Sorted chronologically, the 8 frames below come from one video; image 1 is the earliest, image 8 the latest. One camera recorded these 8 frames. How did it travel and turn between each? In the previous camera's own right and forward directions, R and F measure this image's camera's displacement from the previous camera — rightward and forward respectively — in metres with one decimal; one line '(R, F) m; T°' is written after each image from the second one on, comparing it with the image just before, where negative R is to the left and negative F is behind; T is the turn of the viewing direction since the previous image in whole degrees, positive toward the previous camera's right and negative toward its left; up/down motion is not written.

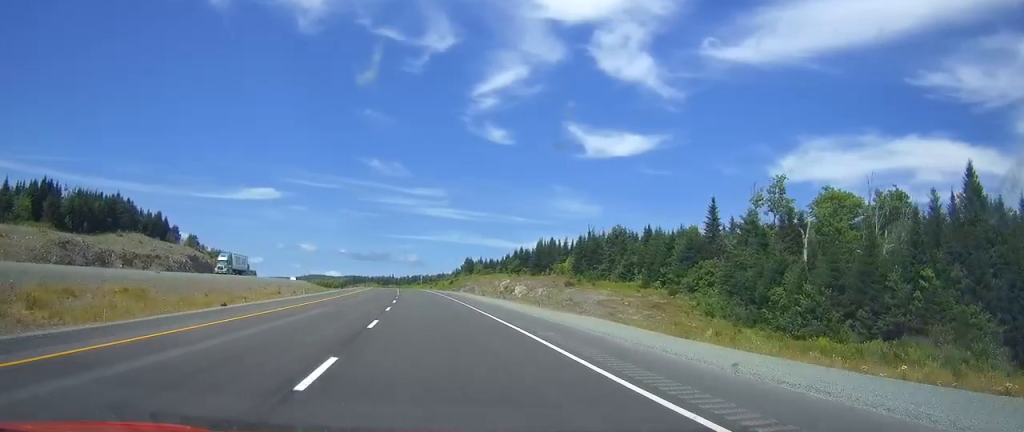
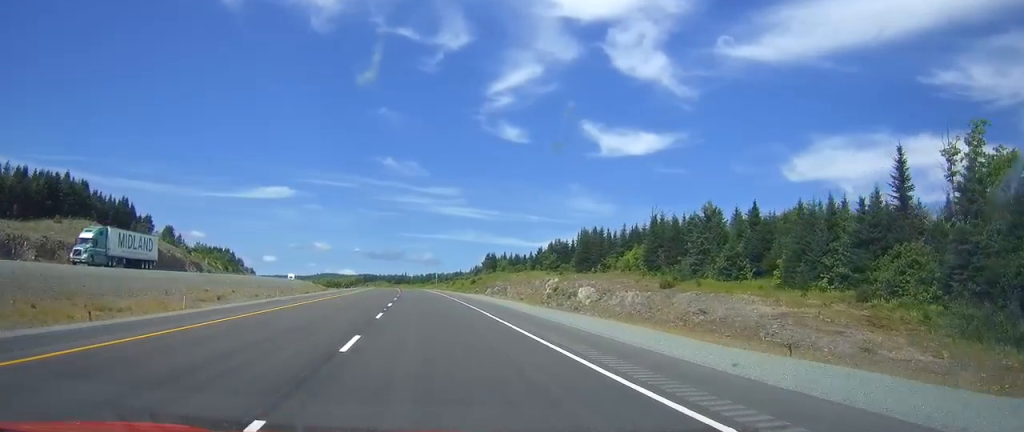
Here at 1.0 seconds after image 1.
(-0.3, +32.4) m; -1°
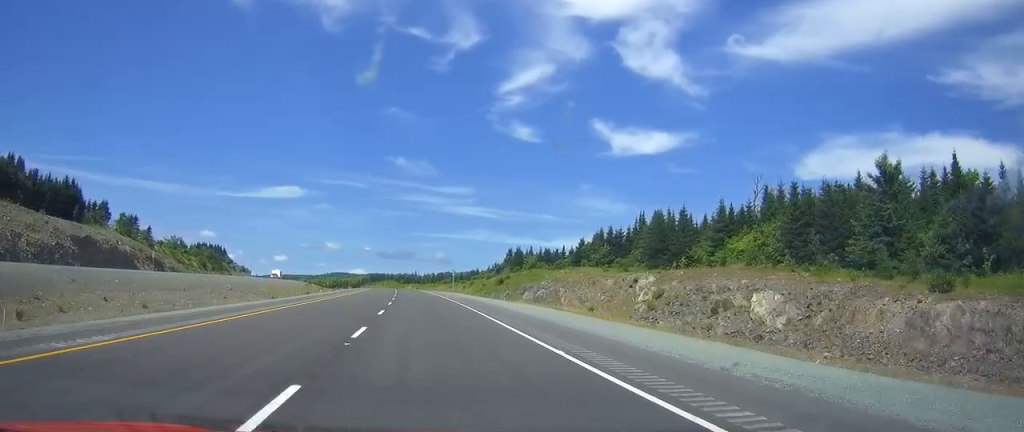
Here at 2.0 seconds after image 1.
(-0.5, +33.4) m; -1°
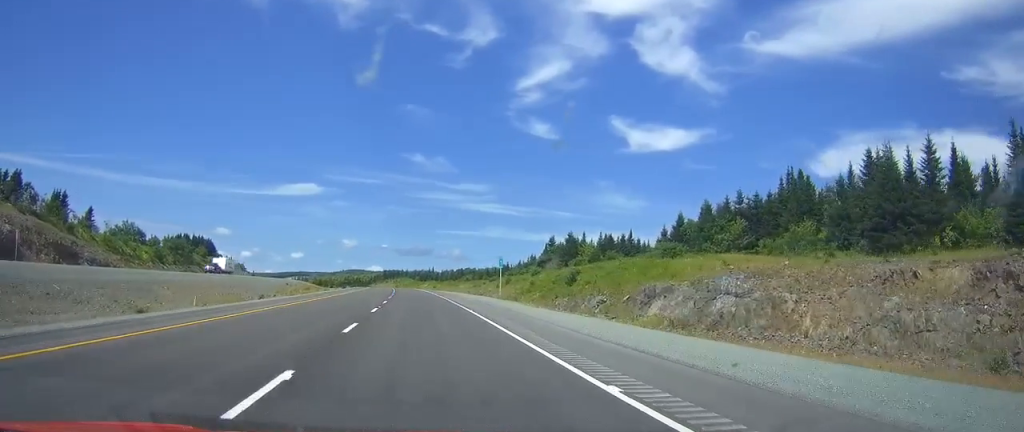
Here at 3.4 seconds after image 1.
(-0.4, +44.2) m; -1°
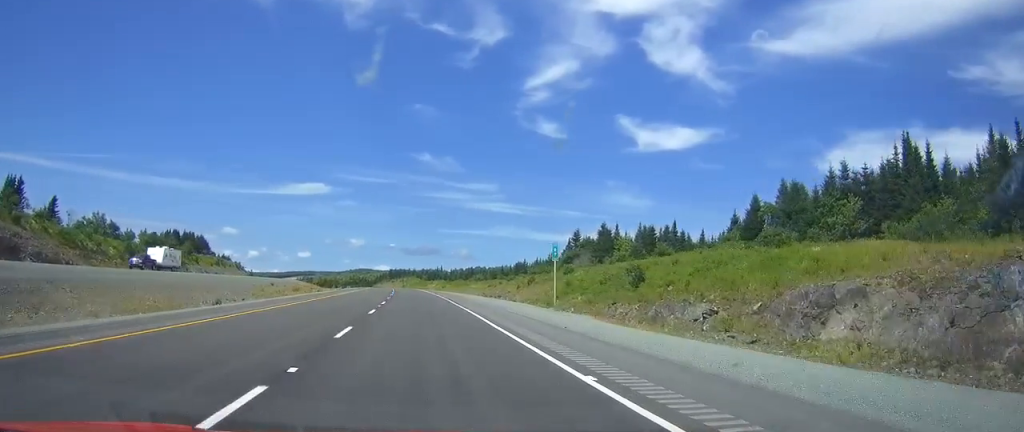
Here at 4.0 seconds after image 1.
(-0.1, +19.4) m; 0°
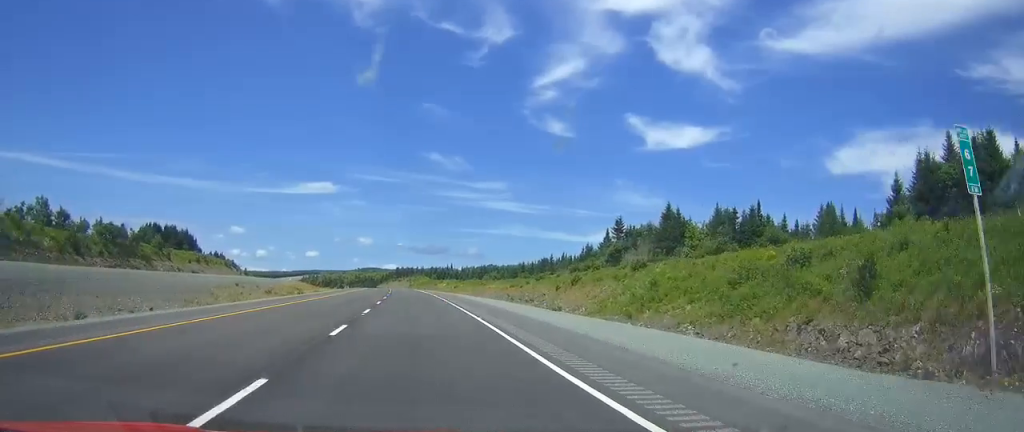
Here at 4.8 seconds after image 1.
(+0.1, +26.9) m; -1°
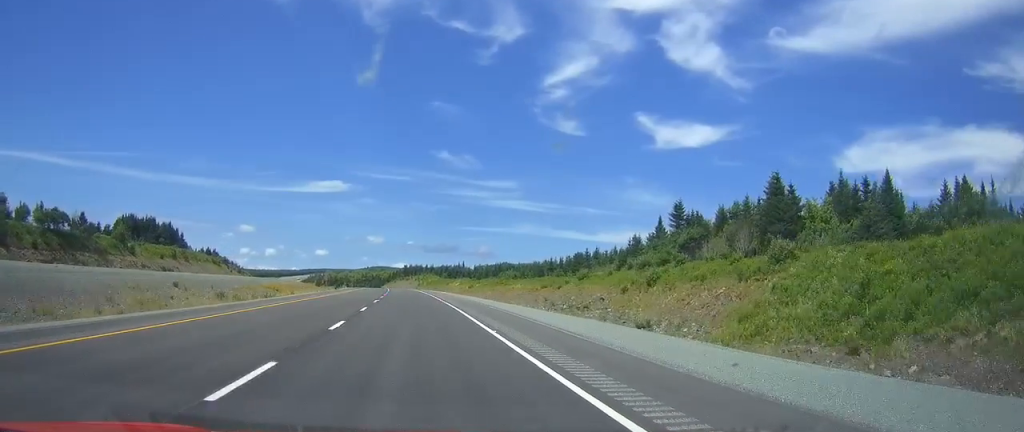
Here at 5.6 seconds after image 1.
(-0.3, +25.8) m; -1°
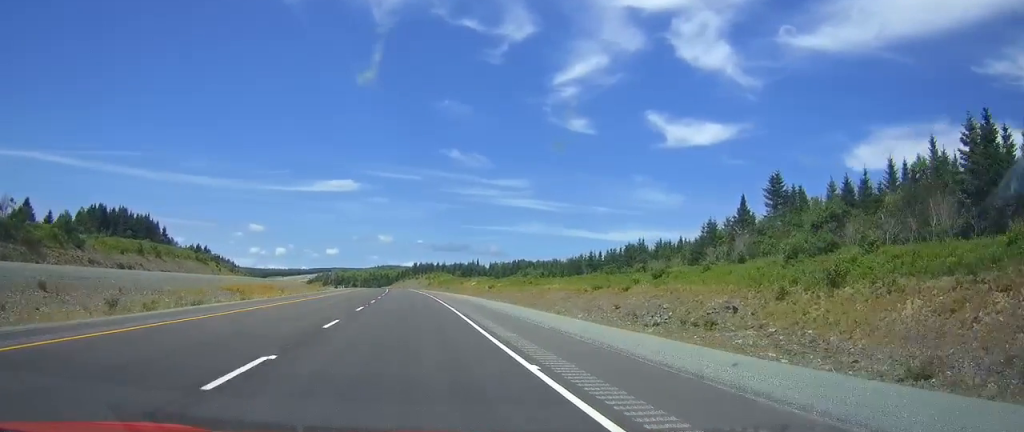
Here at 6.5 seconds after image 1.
(-0.3, +26.8) m; -1°
